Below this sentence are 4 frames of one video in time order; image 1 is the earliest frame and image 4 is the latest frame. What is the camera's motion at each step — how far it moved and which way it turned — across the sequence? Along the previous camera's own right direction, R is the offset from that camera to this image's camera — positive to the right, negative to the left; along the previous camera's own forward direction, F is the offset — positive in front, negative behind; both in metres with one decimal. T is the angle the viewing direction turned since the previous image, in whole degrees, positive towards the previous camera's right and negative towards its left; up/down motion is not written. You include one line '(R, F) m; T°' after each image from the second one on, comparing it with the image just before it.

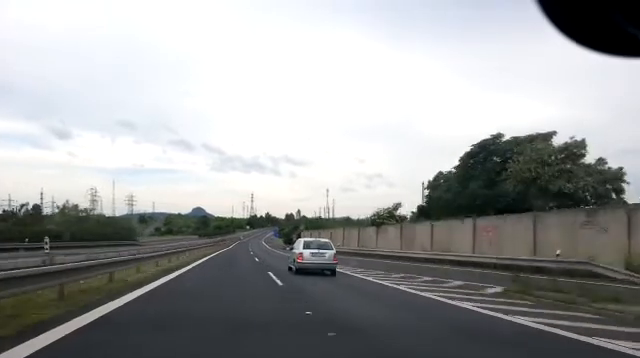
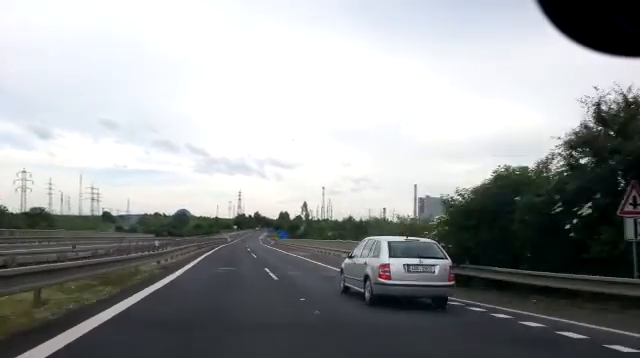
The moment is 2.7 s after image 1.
(+2.4, +68.7) m; +4°
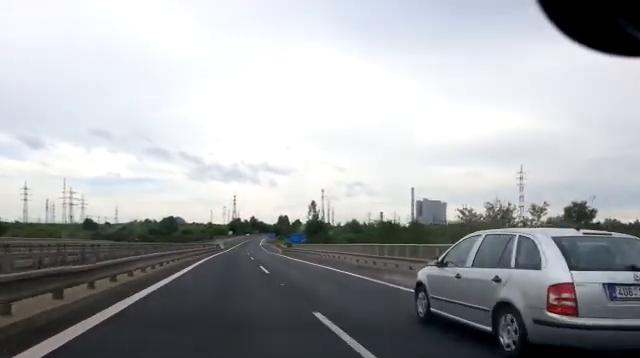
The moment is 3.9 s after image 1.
(+0.3, +32.0) m; 0°
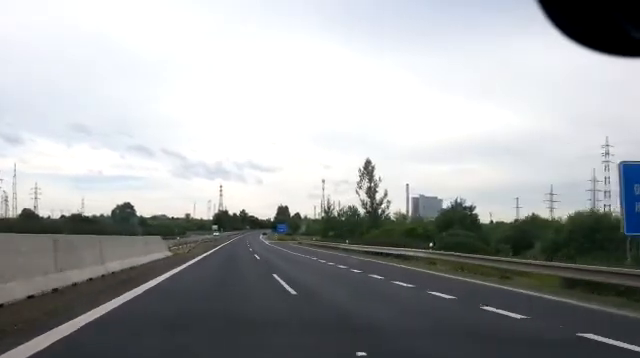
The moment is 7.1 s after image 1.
(-0.6, +81.9) m; -1°
